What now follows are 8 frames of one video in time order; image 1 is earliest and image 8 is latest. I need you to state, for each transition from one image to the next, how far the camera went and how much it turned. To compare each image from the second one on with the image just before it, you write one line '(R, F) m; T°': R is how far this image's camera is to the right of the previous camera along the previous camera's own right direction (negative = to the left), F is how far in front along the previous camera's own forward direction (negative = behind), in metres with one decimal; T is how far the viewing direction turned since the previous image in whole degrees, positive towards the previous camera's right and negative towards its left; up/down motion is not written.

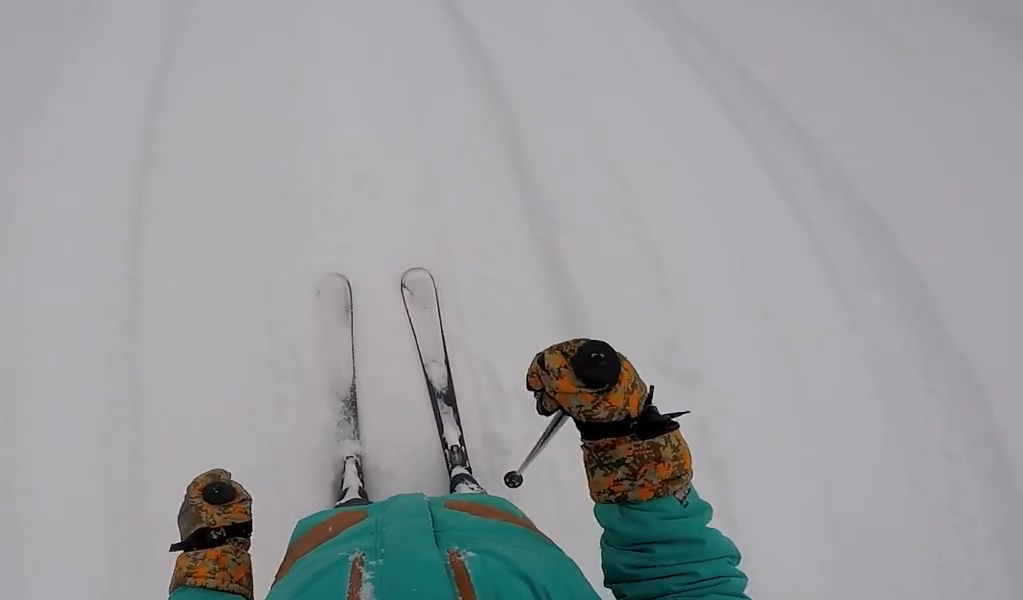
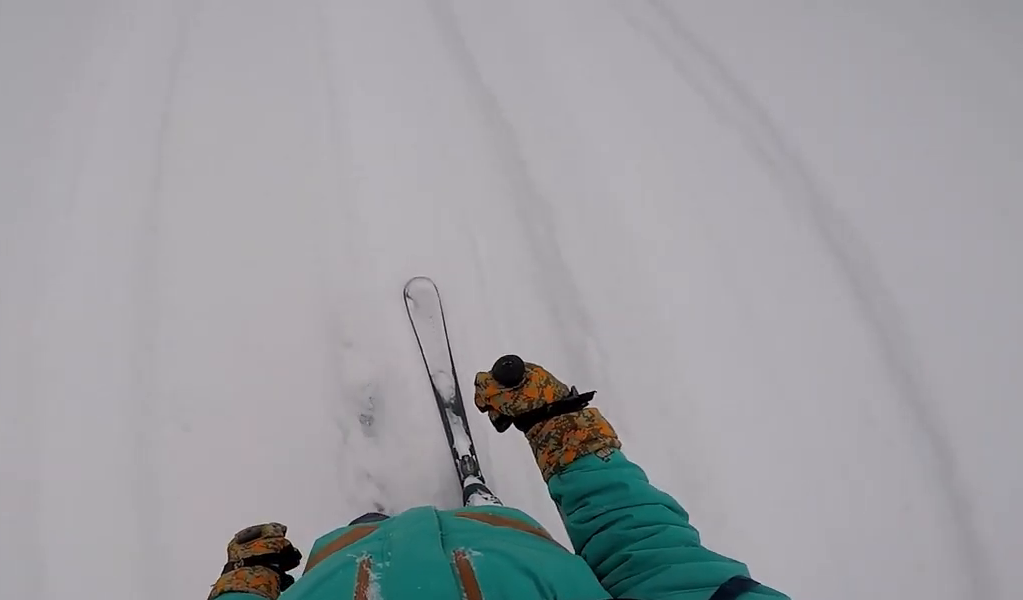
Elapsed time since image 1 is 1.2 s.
(-0.3, +4.3) m; 0°
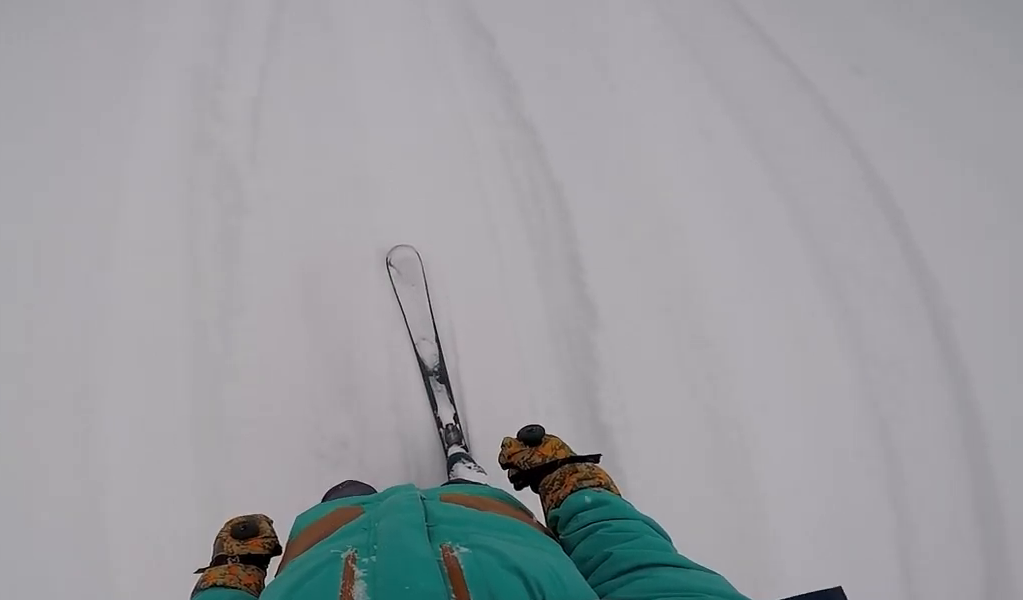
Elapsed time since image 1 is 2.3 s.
(+0.1, +4.4) m; +4°
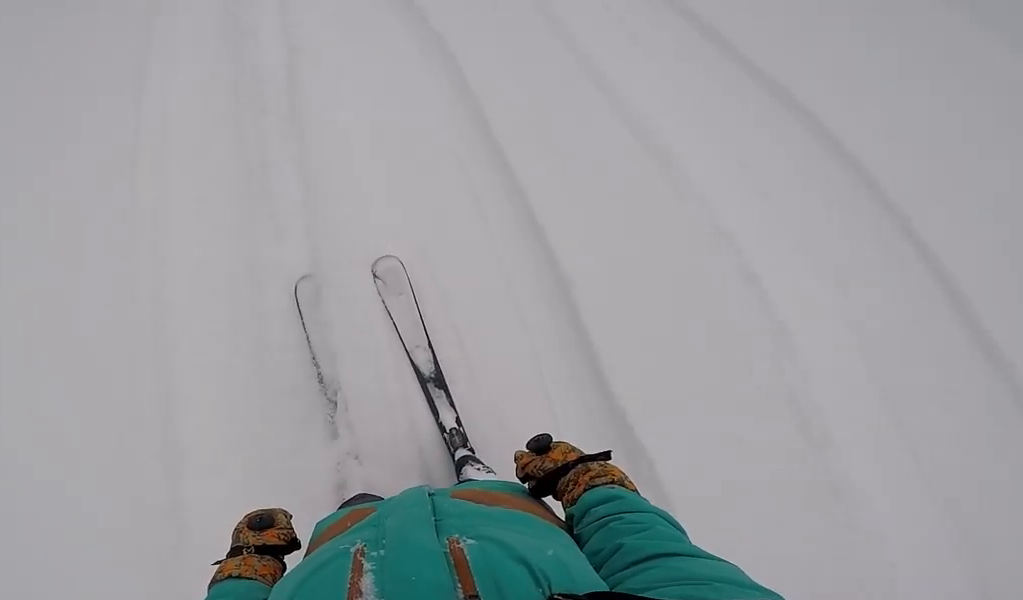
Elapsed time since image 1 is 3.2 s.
(+0.1, +3.1) m; 0°
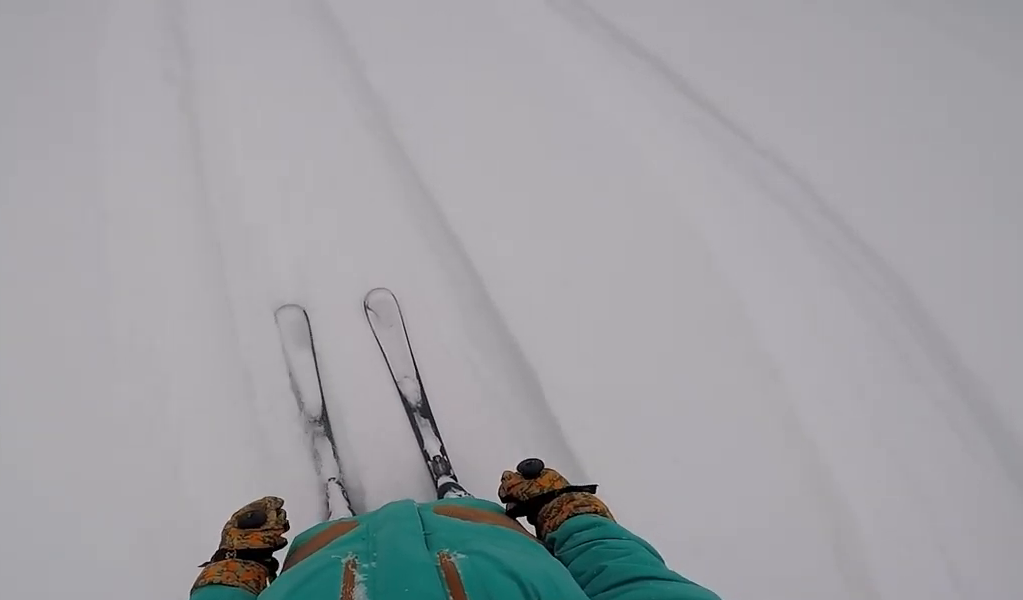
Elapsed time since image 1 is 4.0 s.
(+0.4, +3.0) m; -5°
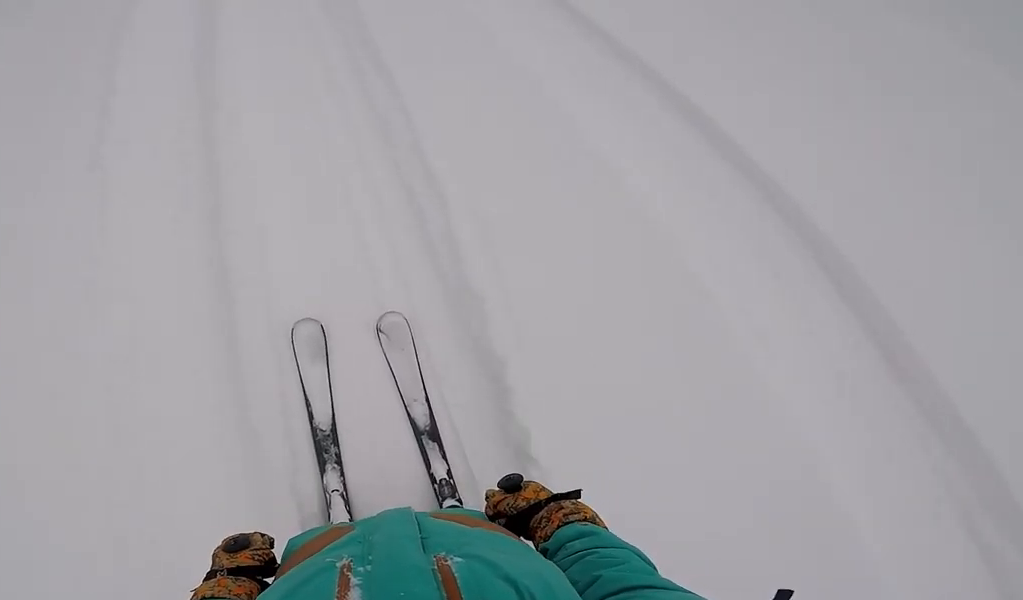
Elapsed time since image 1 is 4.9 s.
(-1.2, +3.5) m; +1°
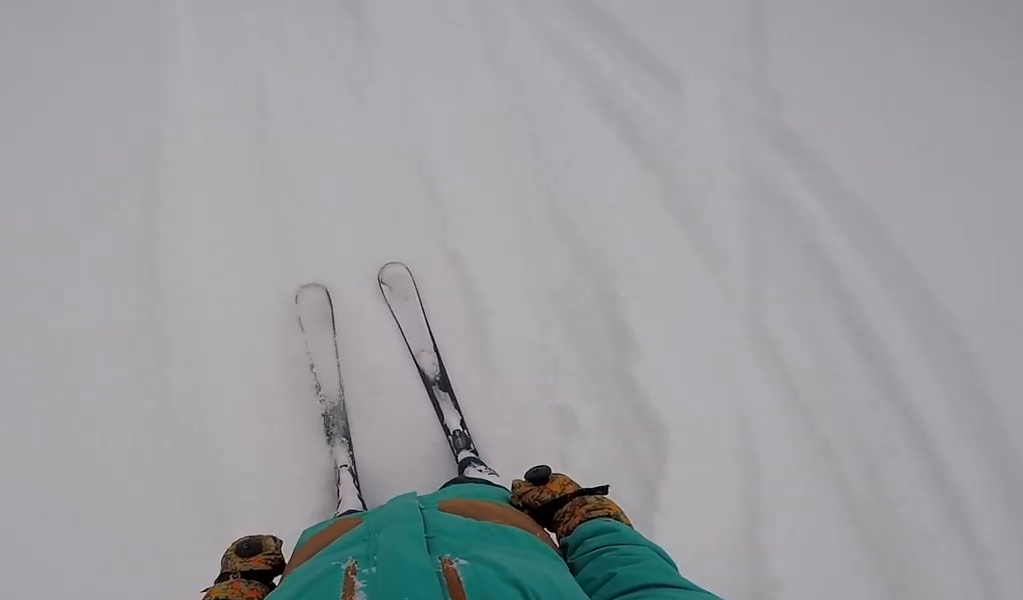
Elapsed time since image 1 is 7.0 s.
(0.0, +9.0) m; -3°
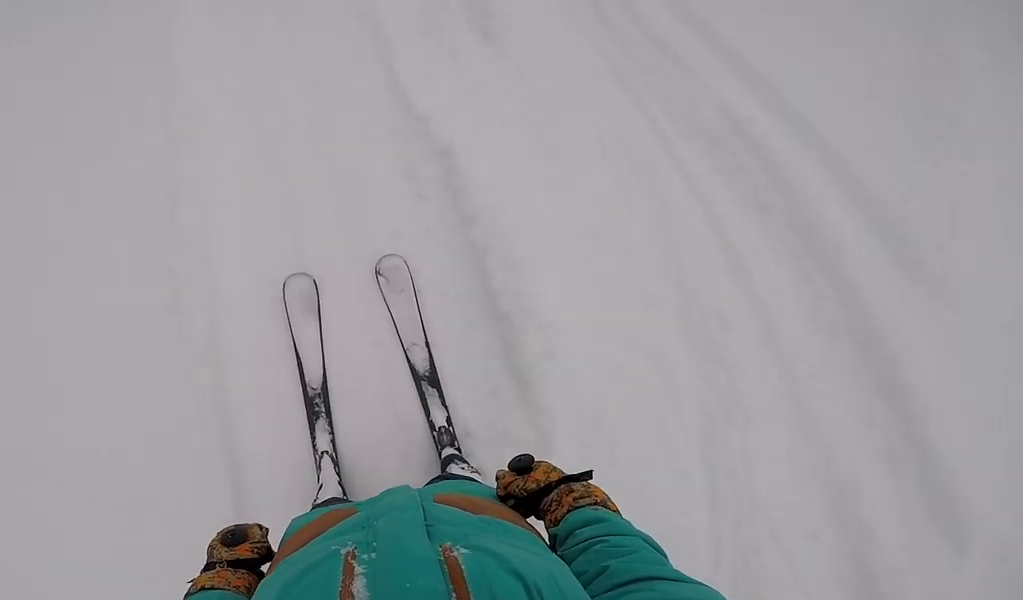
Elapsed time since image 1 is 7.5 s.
(+0.5, +2.3) m; +7°
